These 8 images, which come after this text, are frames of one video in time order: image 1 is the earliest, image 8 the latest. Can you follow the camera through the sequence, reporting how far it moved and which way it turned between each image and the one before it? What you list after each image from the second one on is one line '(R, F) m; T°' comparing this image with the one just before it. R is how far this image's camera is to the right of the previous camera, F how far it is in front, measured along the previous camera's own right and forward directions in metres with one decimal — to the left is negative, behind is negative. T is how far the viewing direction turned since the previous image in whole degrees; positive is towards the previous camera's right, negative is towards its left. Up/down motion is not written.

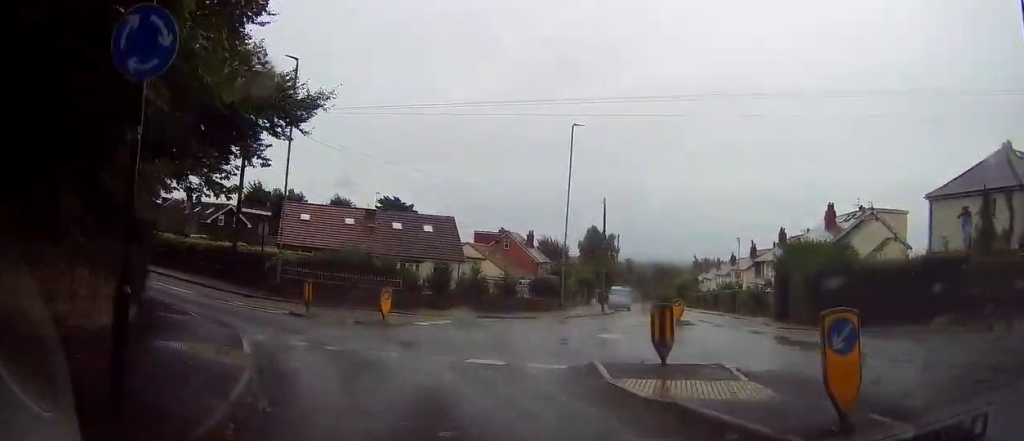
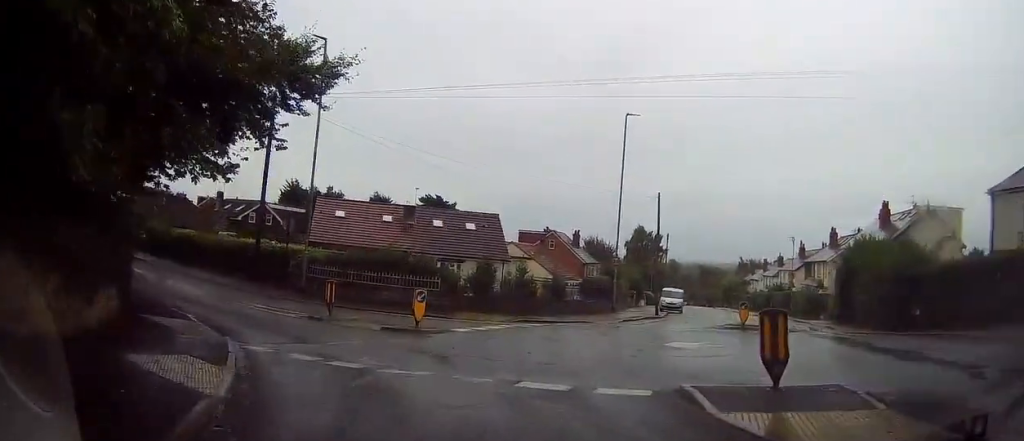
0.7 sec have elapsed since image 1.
(-0.1, +2.7) m; -3°
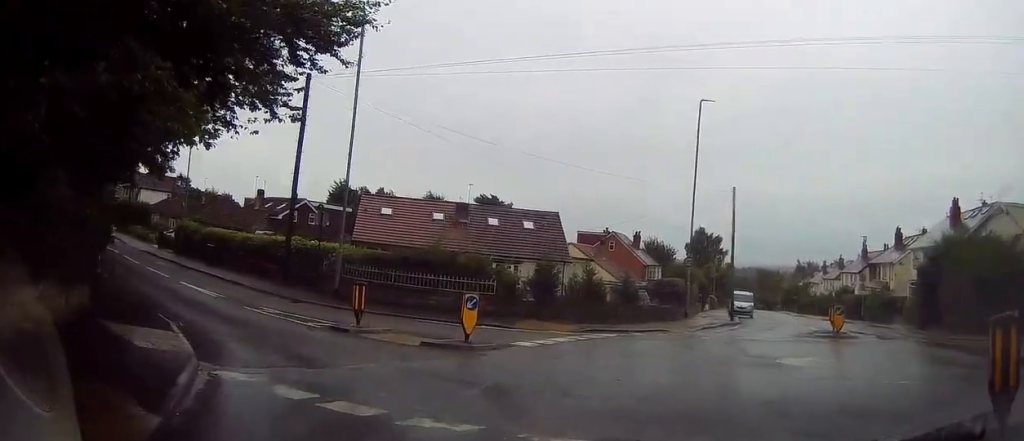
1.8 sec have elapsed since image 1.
(-0.1, +3.5) m; -1°
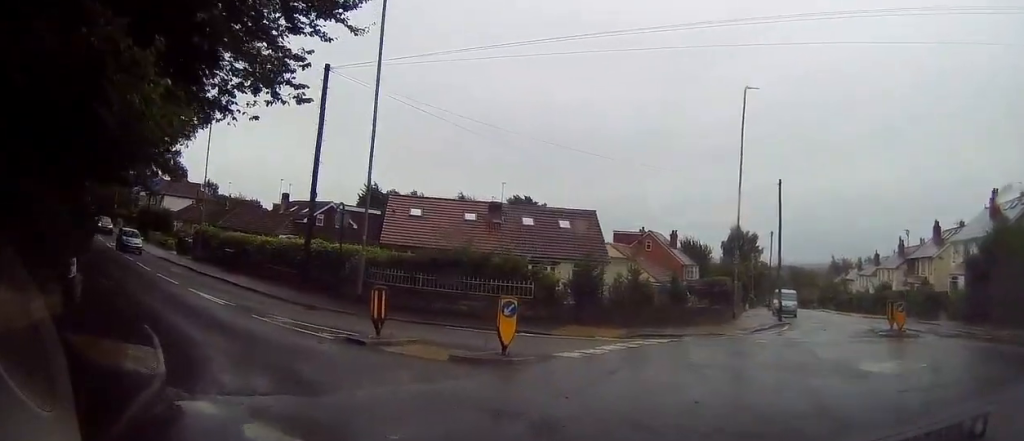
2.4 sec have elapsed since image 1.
(+0.1, +2.0) m; 0°
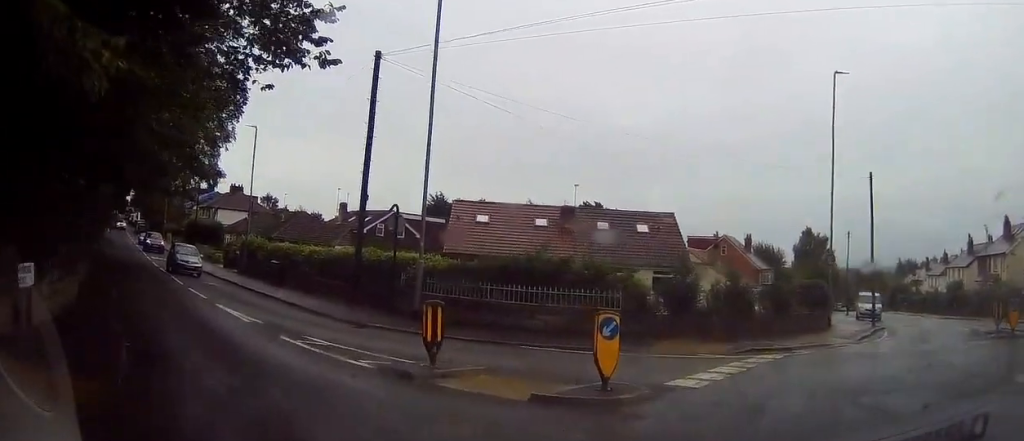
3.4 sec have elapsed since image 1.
(-0.1, +2.8) m; -8°
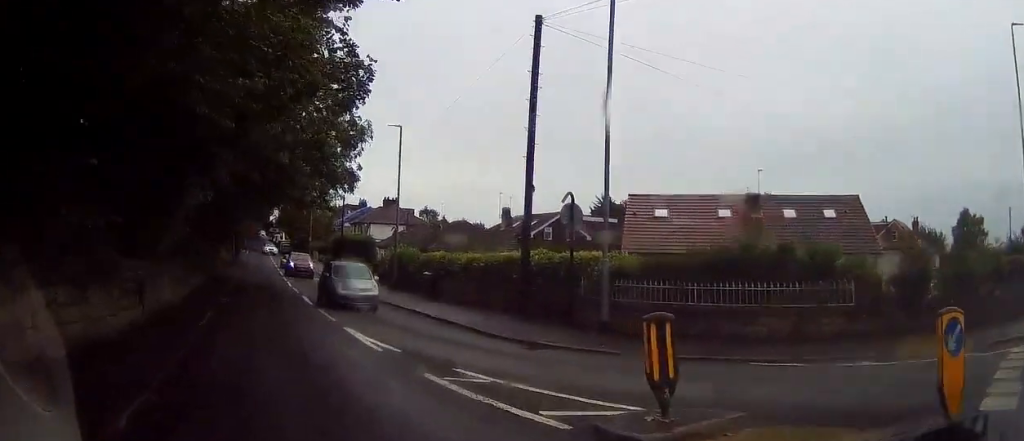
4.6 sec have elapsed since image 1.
(-0.6, +3.5) m; -19°
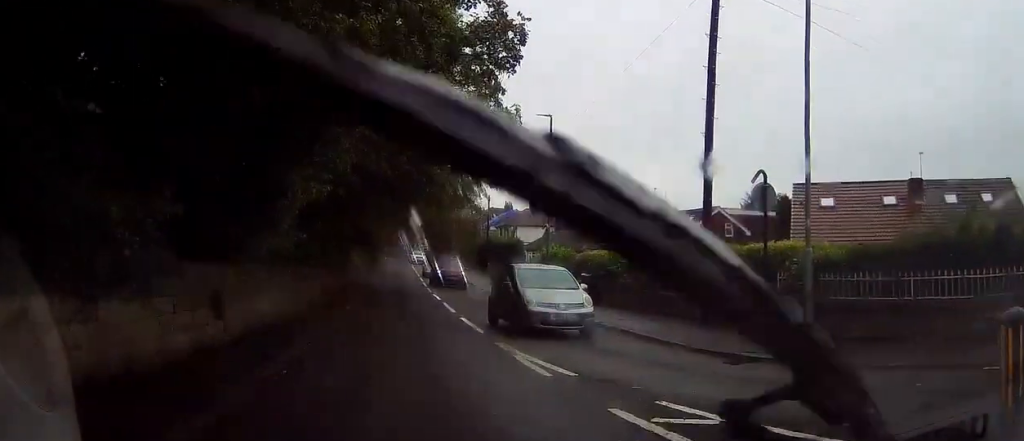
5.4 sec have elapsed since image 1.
(-0.5, +2.6) m; -6°
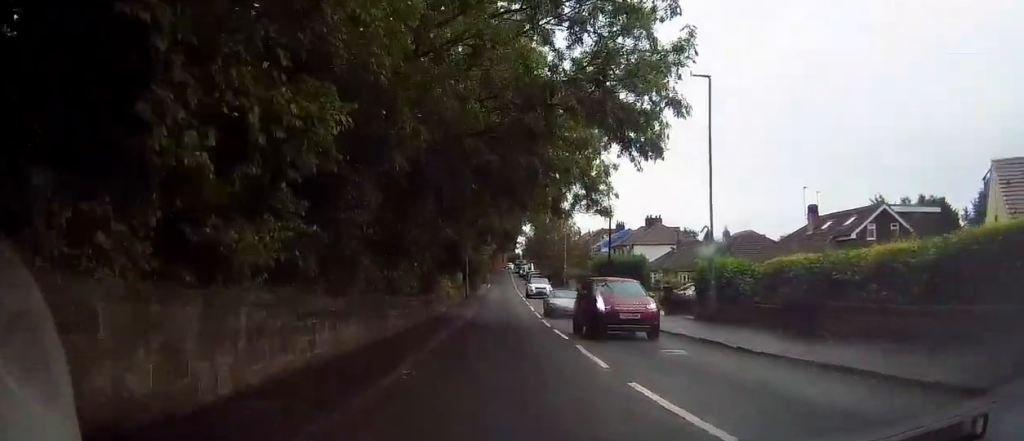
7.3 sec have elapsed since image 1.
(+0.6, +8.8) m; -1°
